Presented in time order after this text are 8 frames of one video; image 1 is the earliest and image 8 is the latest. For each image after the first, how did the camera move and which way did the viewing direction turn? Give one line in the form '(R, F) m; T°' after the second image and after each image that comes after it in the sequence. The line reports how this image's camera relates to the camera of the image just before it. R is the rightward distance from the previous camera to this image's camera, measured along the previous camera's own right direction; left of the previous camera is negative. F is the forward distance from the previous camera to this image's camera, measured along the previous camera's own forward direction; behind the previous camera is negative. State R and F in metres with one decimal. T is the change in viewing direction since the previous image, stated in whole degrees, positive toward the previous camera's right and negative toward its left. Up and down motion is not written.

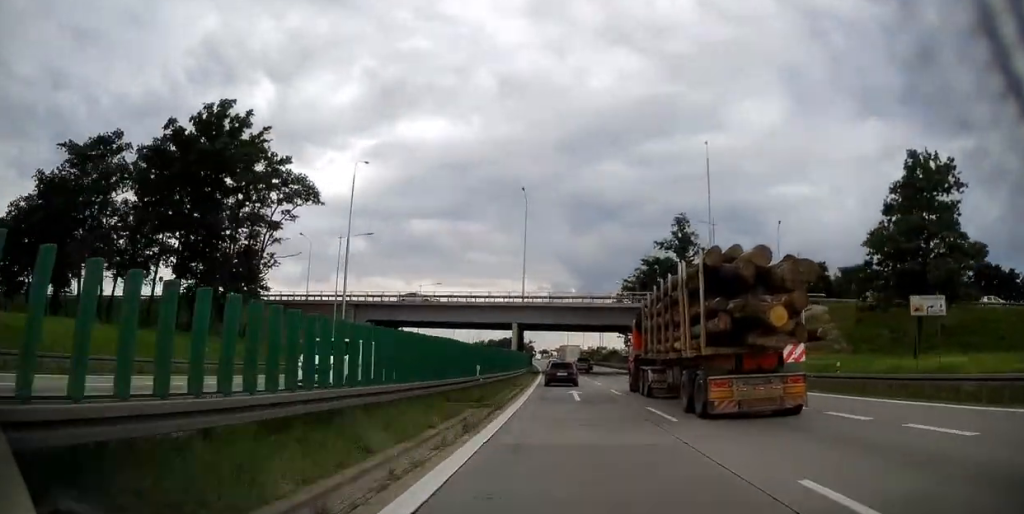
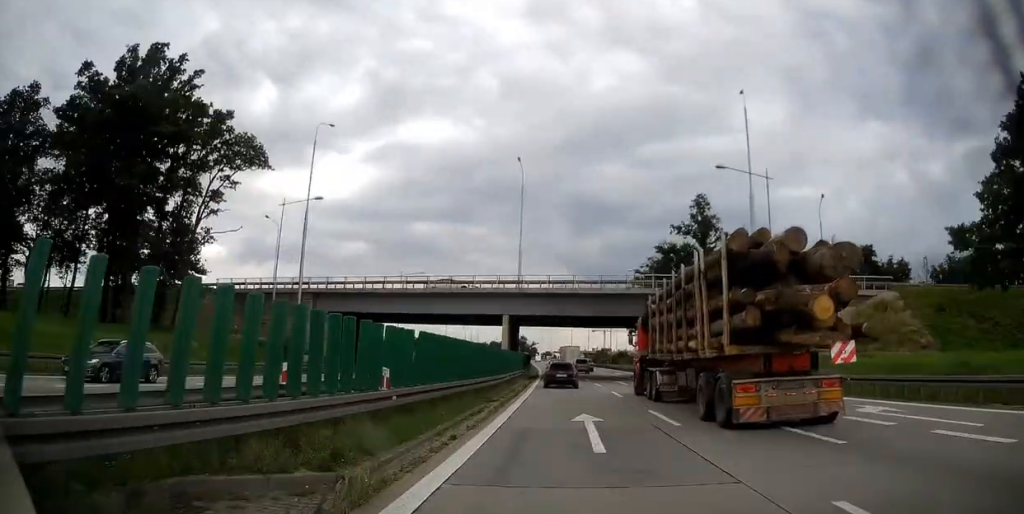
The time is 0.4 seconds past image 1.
(0.0, +13.0) m; -1°
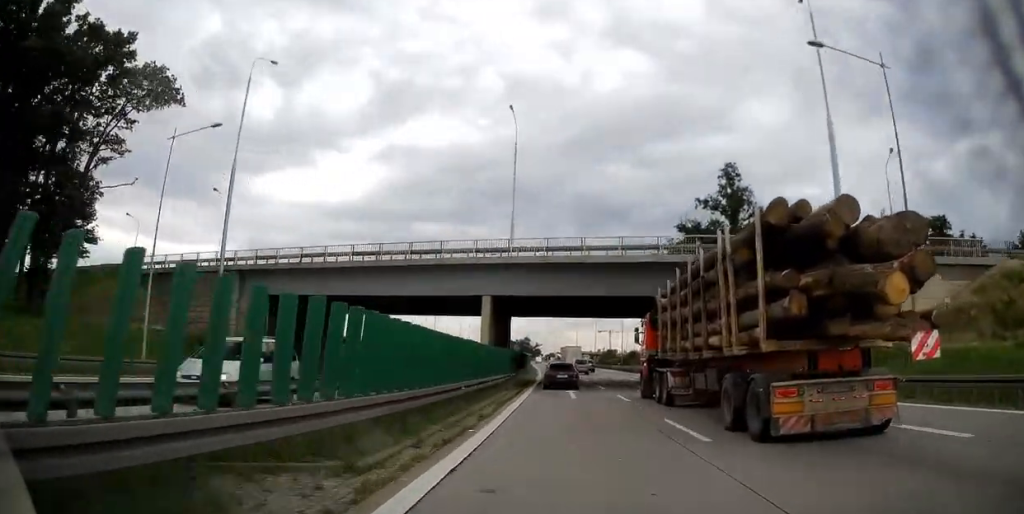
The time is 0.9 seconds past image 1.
(-0.2, +14.8) m; 0°
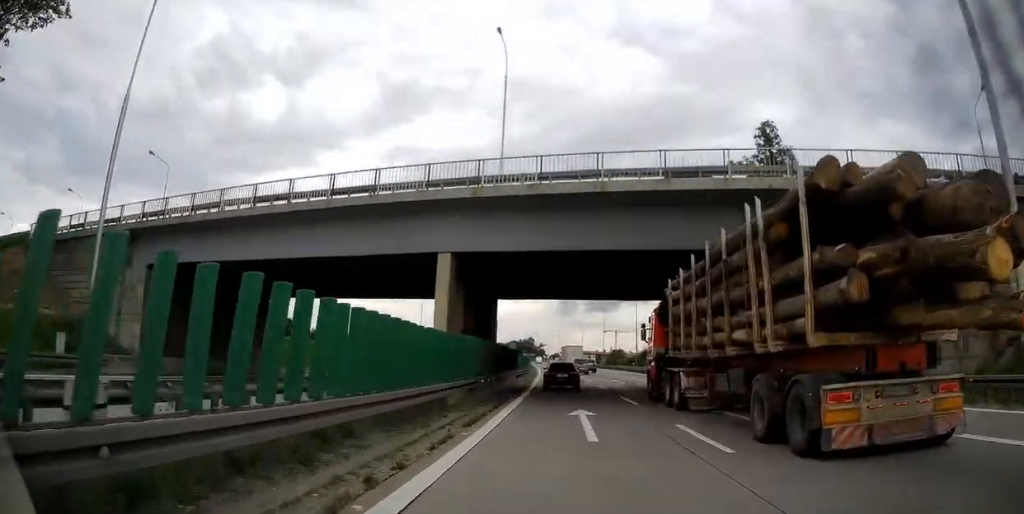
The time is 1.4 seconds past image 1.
(-0.1, +13.8) m; 0°
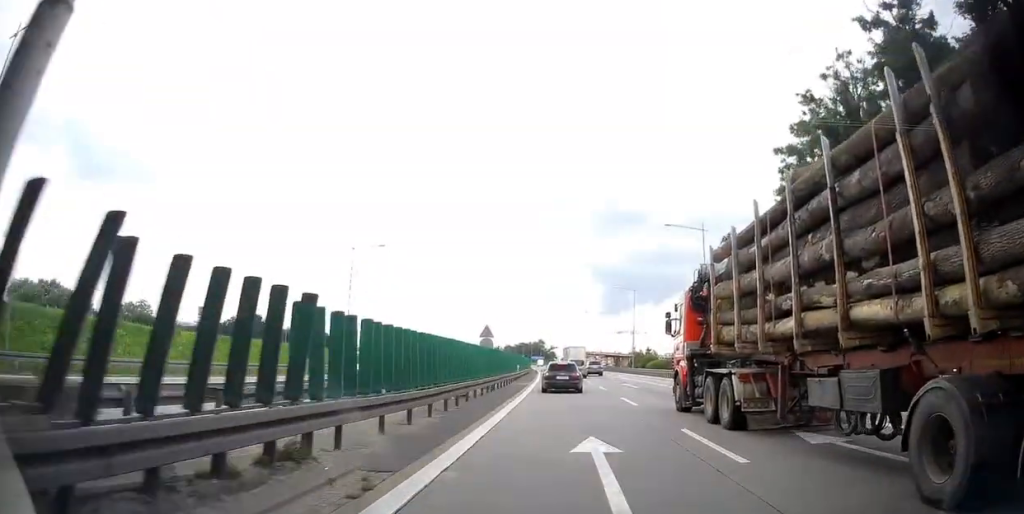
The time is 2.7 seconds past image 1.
(-0.1, +36.6) m; -1°
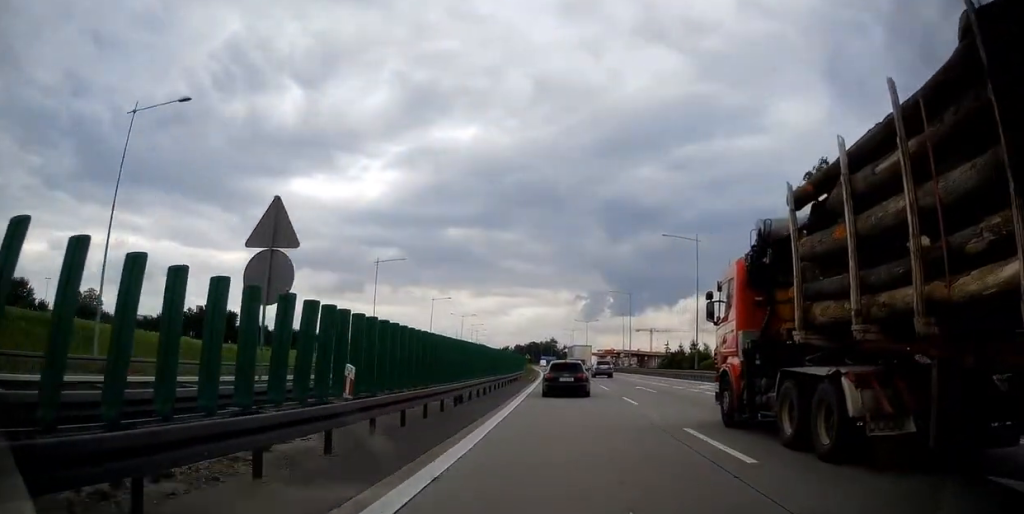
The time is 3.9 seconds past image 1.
(-0.6, +35.0) m; -1°
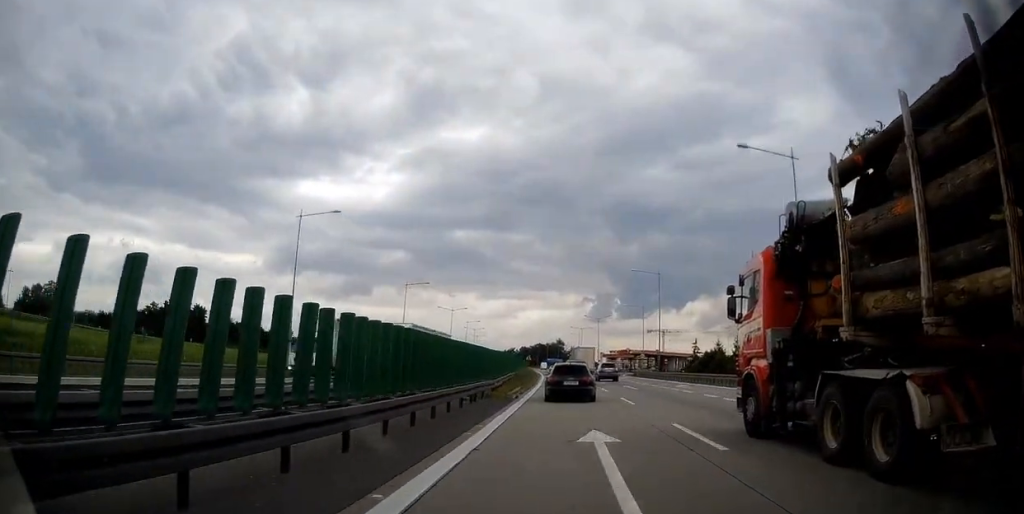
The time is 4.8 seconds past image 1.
(-0.1, +22.9) m; -1°
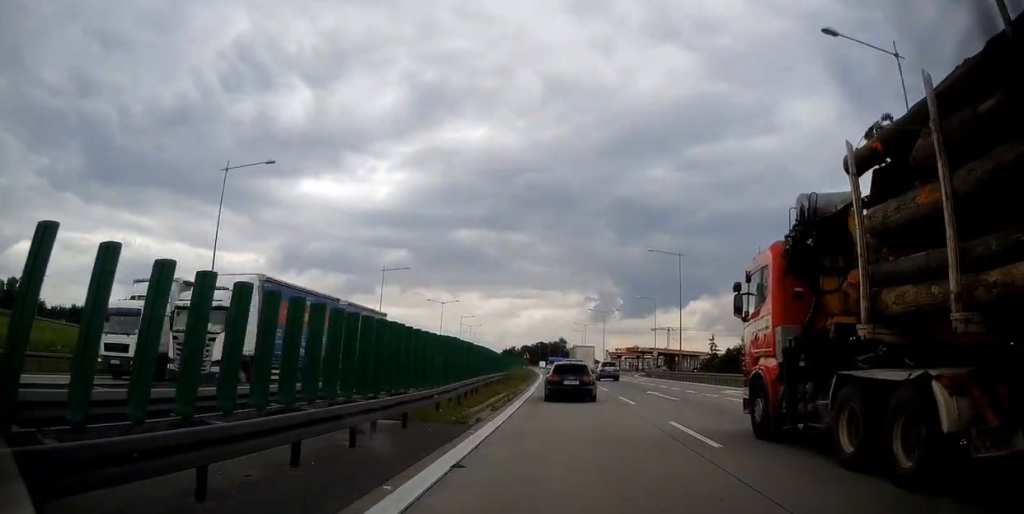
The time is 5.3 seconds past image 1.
(-0.1, +12.0) m; 0°
